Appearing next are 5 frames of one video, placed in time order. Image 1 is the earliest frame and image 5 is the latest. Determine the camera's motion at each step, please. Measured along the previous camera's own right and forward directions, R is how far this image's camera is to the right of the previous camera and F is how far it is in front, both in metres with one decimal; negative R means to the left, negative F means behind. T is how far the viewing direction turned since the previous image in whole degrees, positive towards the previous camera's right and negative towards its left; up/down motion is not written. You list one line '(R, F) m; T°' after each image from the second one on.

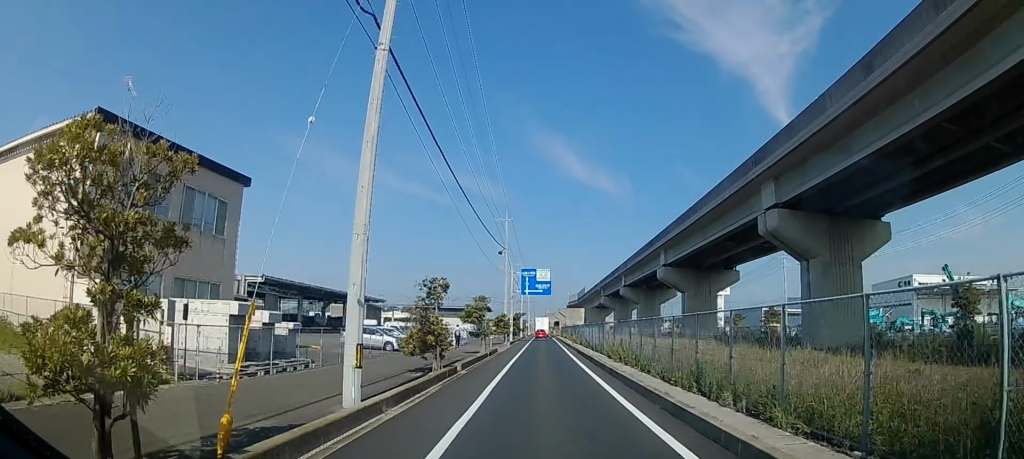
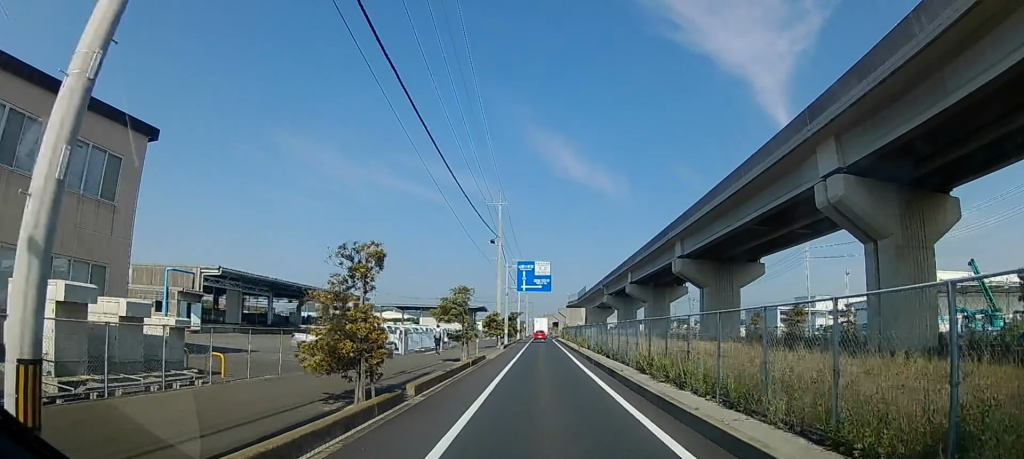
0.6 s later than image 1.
(+0.1, +7.4) m; +1°
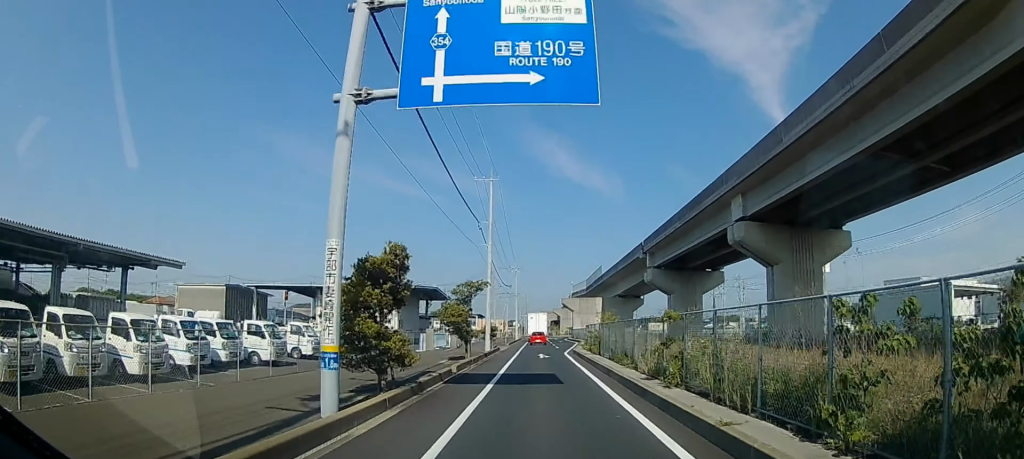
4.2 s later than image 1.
(0.0, +46.2) m; -2°
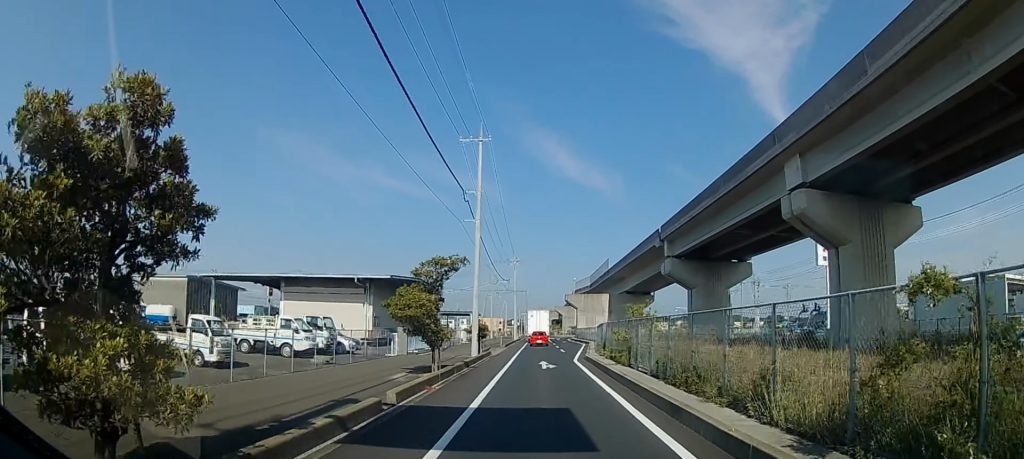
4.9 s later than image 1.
(0.0, +8.9) m; 0°
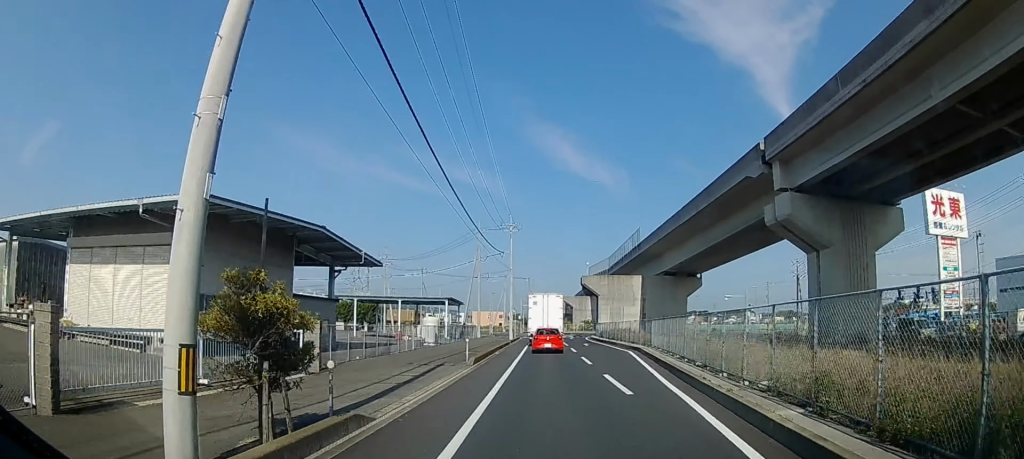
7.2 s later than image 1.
(+1.1, +28.3) m; +3°
